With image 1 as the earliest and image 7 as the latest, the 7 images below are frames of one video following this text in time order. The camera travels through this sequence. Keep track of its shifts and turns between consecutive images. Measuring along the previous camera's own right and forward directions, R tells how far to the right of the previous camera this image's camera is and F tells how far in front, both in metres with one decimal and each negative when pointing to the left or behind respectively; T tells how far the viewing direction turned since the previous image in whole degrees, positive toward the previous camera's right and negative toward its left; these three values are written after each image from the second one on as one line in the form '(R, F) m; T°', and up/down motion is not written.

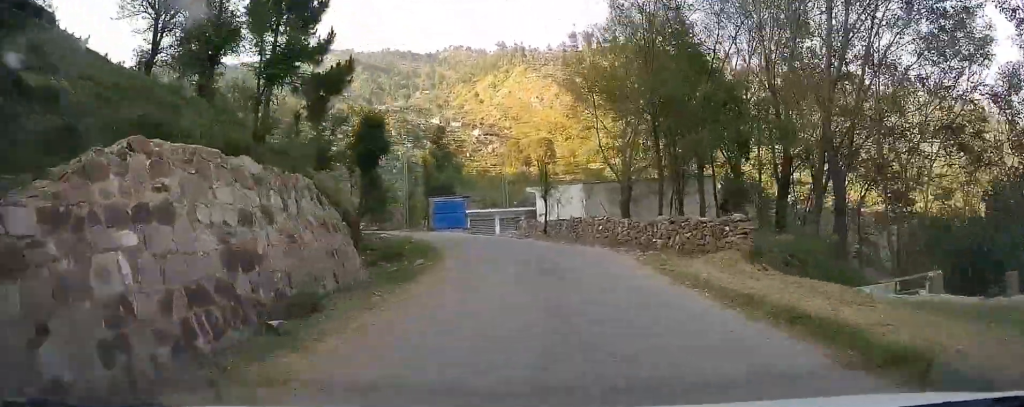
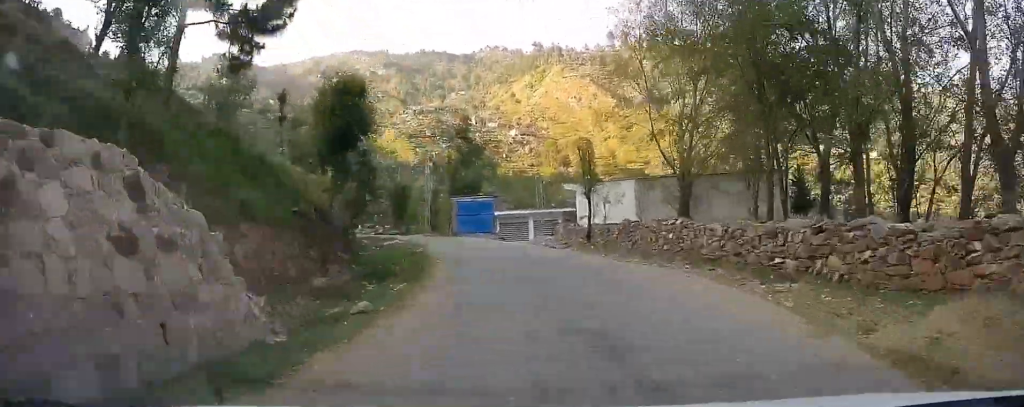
(0.0, +8.0) m; -2°
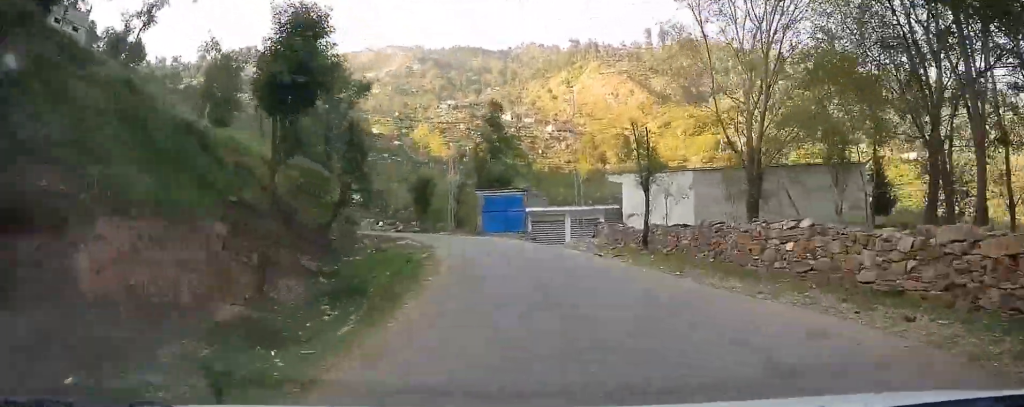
(0.0, +6.7) m; -2°
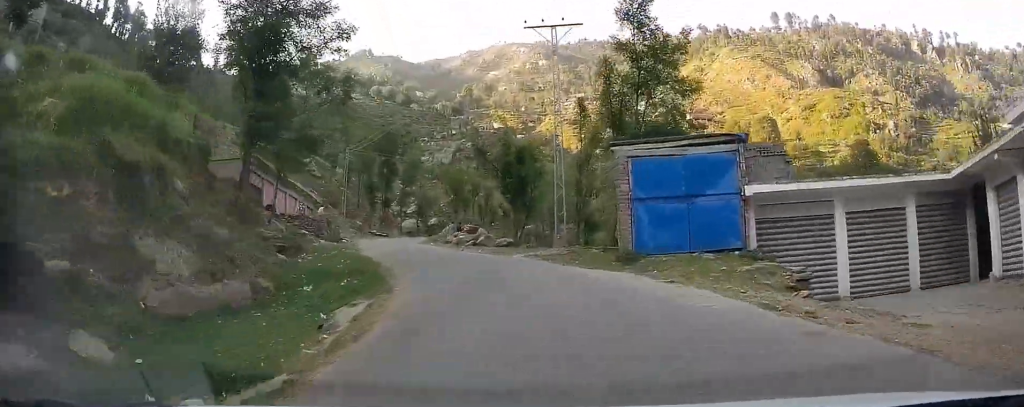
(-3.8, +26.2) m; -16°
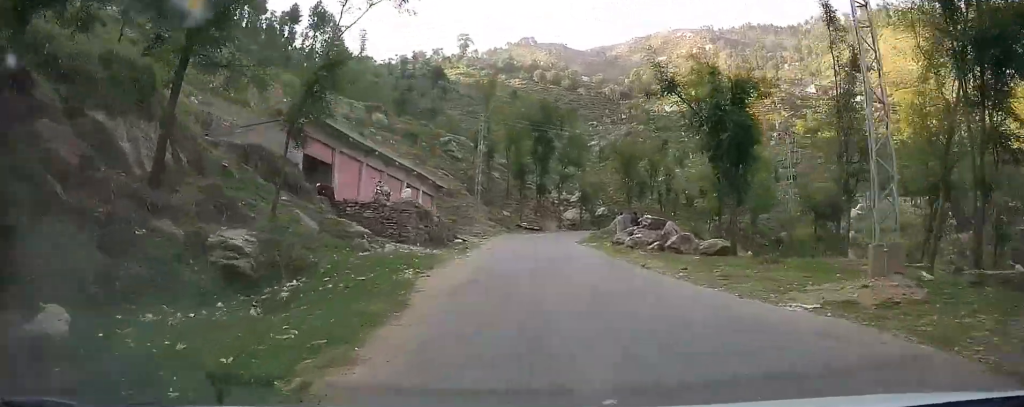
(-1.3, +14.0) m; -13°
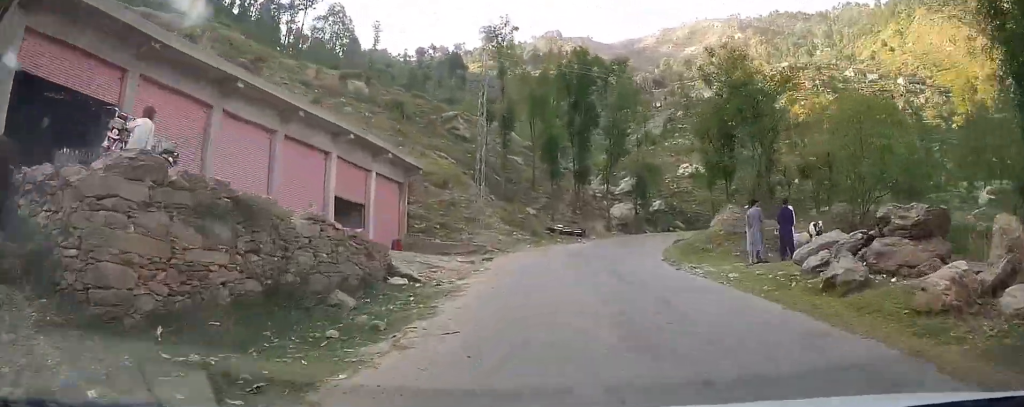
(-2.4, +16.4) m; -11°
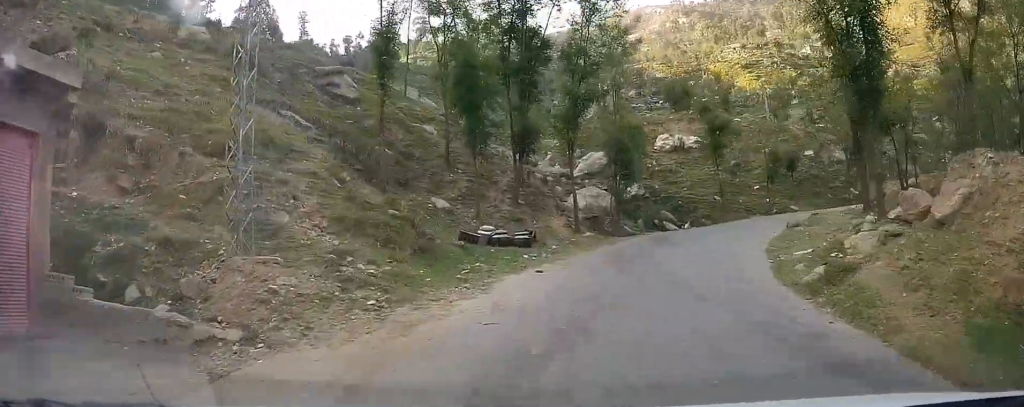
(-0.1, +15.9) m; +6°
